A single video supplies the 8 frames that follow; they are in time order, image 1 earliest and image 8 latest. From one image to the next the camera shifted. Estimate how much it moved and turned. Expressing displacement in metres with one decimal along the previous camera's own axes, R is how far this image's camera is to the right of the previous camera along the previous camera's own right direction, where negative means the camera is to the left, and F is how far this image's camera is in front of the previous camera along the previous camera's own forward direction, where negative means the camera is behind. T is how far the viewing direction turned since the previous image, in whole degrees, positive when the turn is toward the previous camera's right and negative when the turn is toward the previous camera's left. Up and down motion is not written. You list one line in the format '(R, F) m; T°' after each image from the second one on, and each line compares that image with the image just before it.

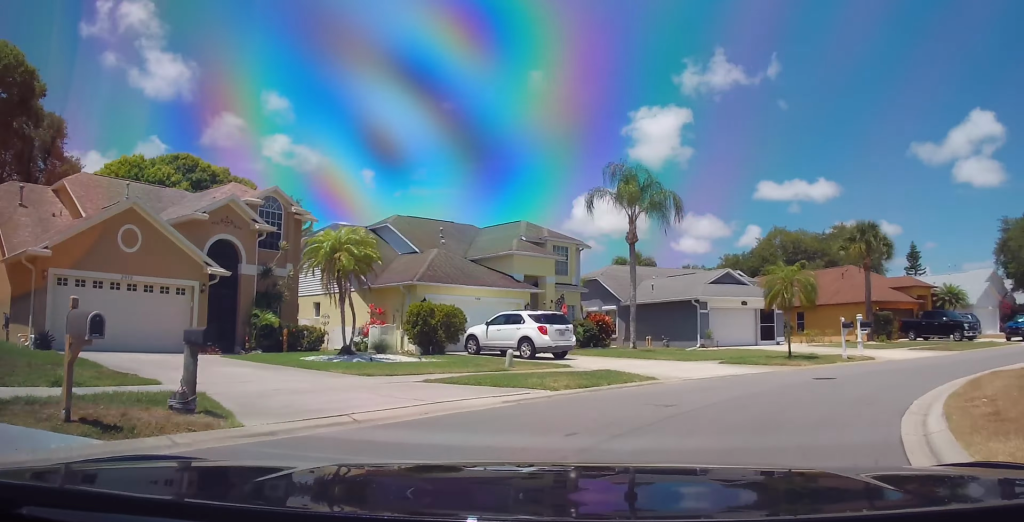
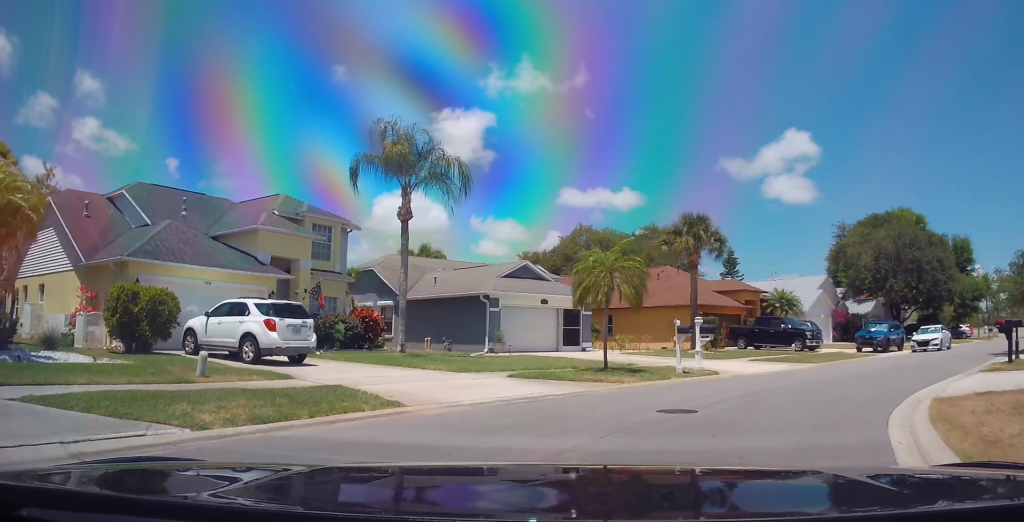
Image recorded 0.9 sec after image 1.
(+0.5, +5.9) m; +14°
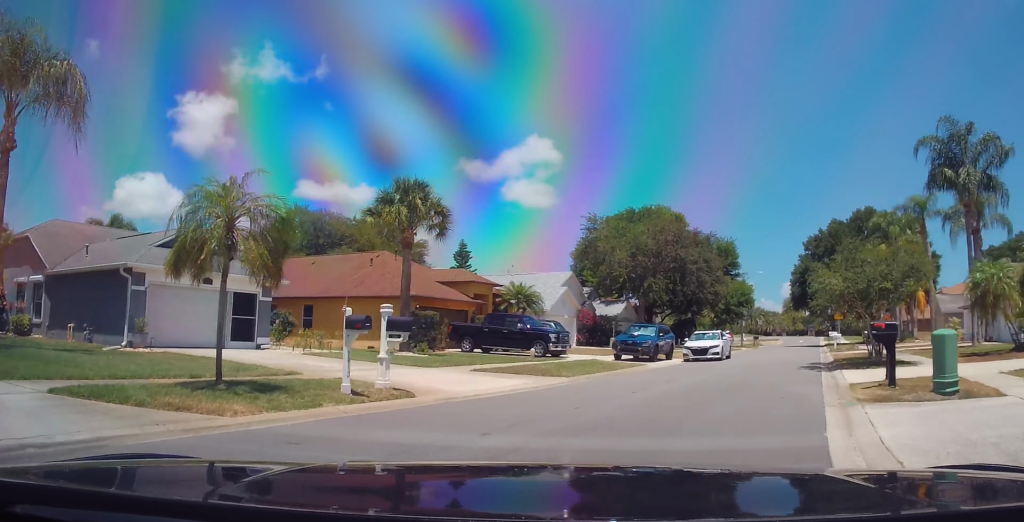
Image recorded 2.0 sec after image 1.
(+1.5, +6.9) m; +24°
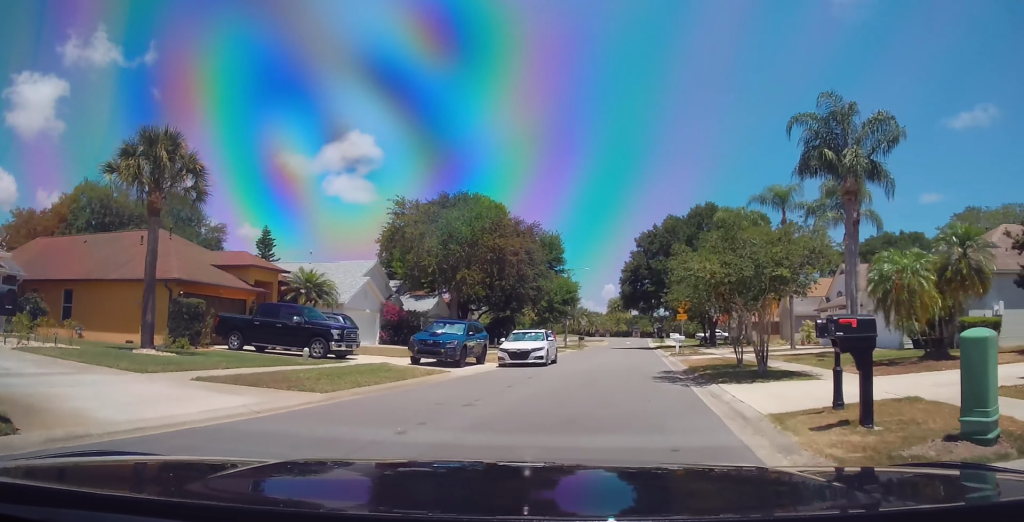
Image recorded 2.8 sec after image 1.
(+0.9, +5.3) m; +13°
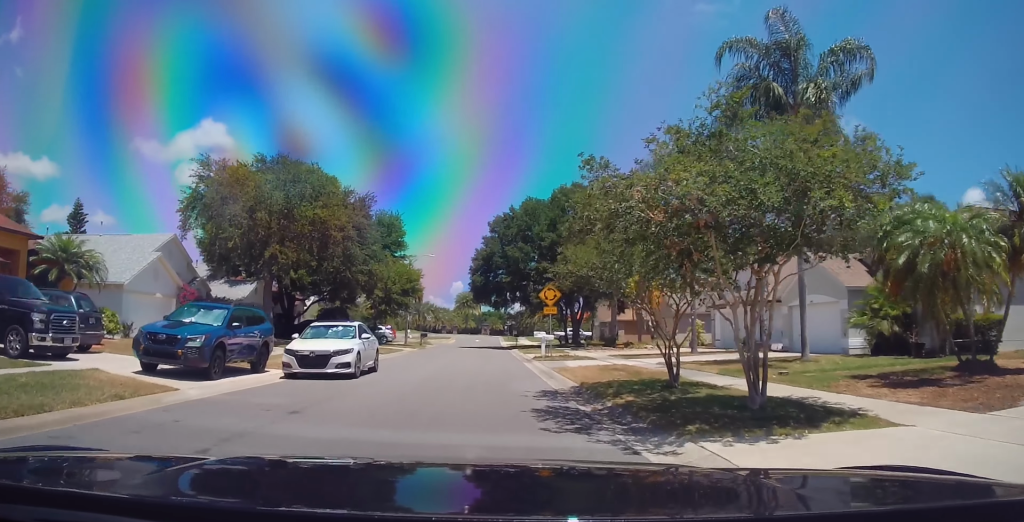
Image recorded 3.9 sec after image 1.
(+0.7, +8.0) m; +9°
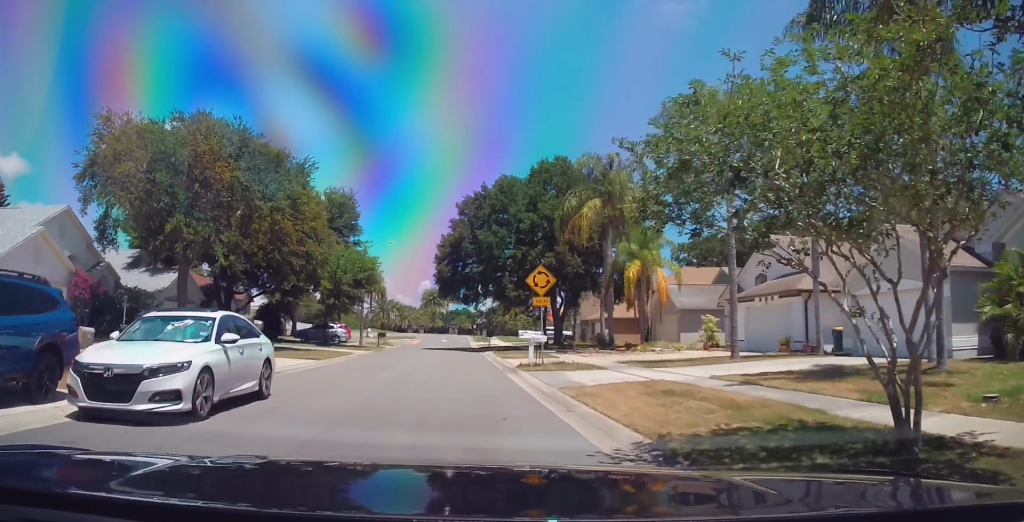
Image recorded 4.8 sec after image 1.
(+0.5, +7.4) m; +3°
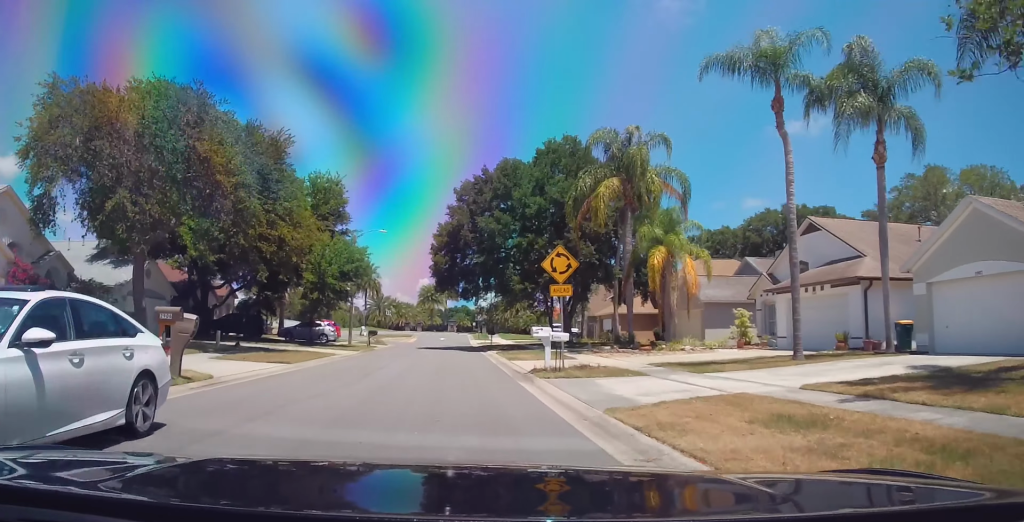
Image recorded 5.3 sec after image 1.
(0.0, +4.2) m; 0°
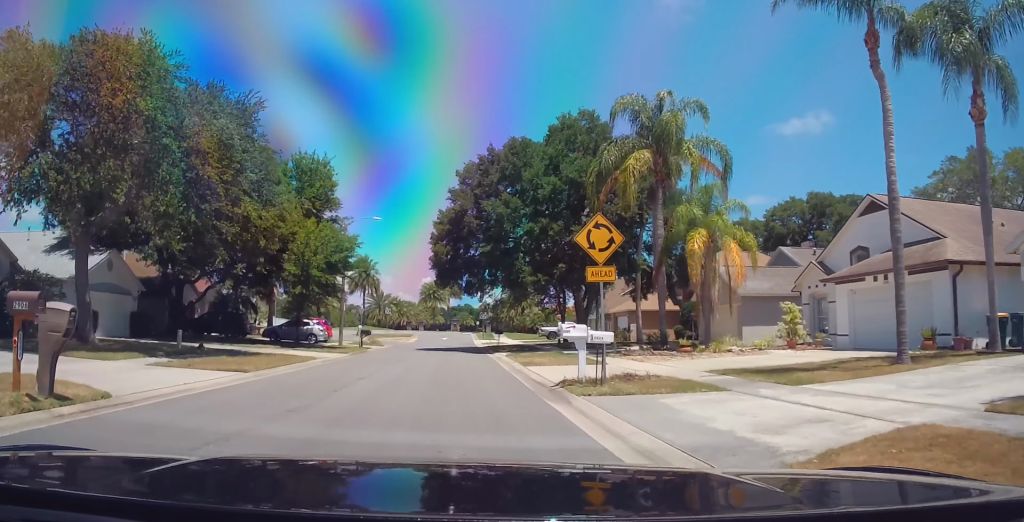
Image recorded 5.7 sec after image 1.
(0.0, +4.3) m; 0°
